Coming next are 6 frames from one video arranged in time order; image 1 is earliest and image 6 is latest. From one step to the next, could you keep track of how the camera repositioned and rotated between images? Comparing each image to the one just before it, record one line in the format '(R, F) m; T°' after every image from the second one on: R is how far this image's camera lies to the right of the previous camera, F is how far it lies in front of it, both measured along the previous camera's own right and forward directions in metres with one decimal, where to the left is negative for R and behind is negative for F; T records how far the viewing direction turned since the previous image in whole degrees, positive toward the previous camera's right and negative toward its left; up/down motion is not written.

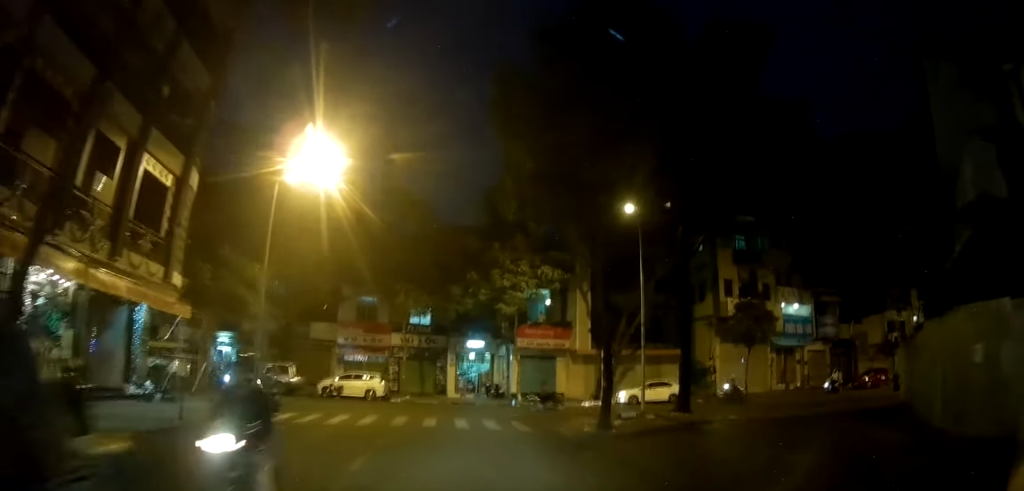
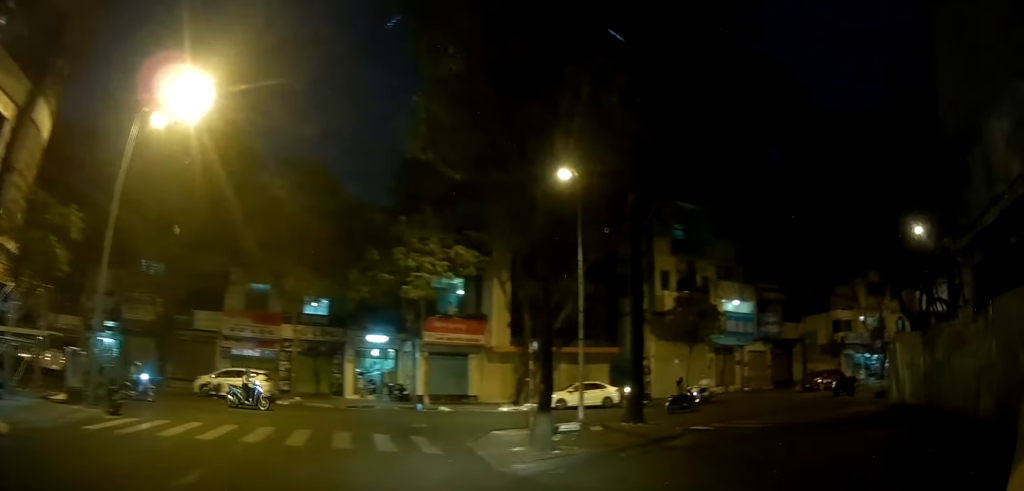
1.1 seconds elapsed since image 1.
(+0.5, +4.2) m; +15°
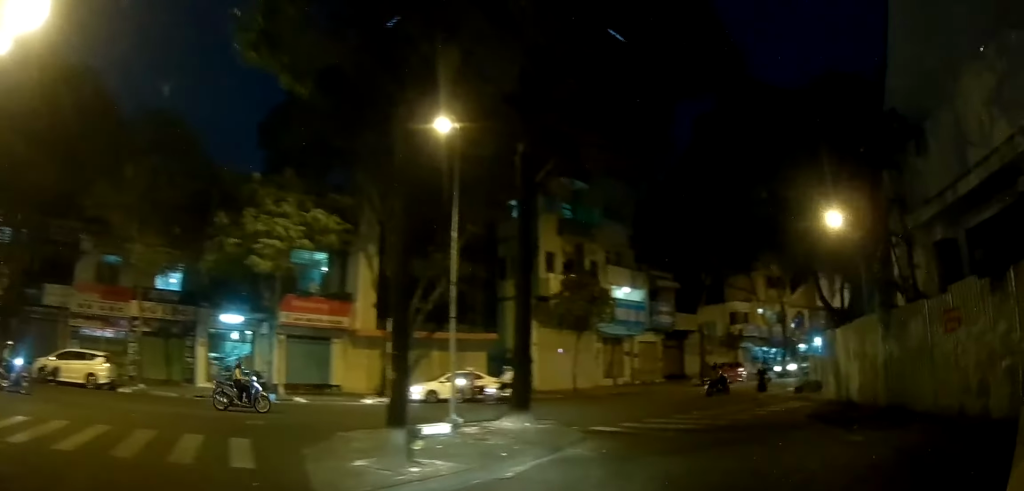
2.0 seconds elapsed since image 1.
(+0.3, +2.6) m; +15°
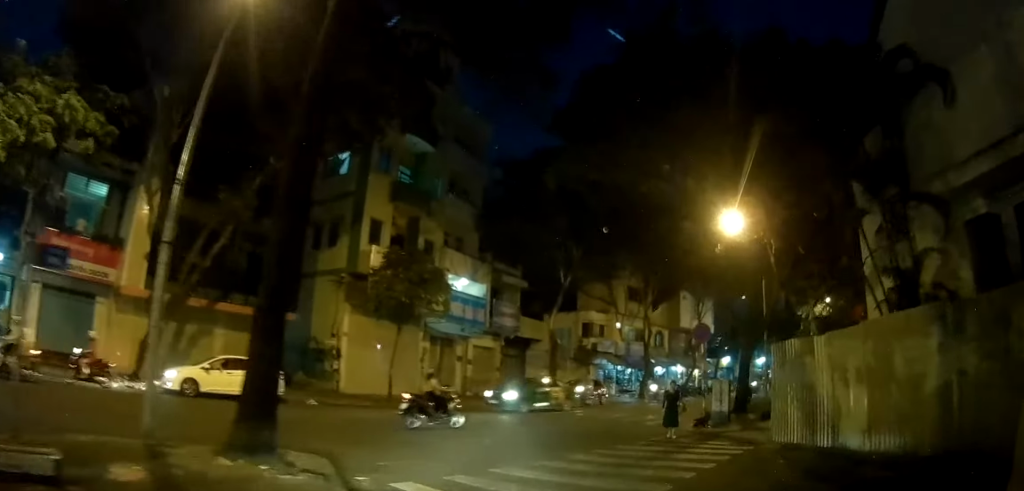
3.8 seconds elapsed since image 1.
(+0.6, +4.9) m; +9°
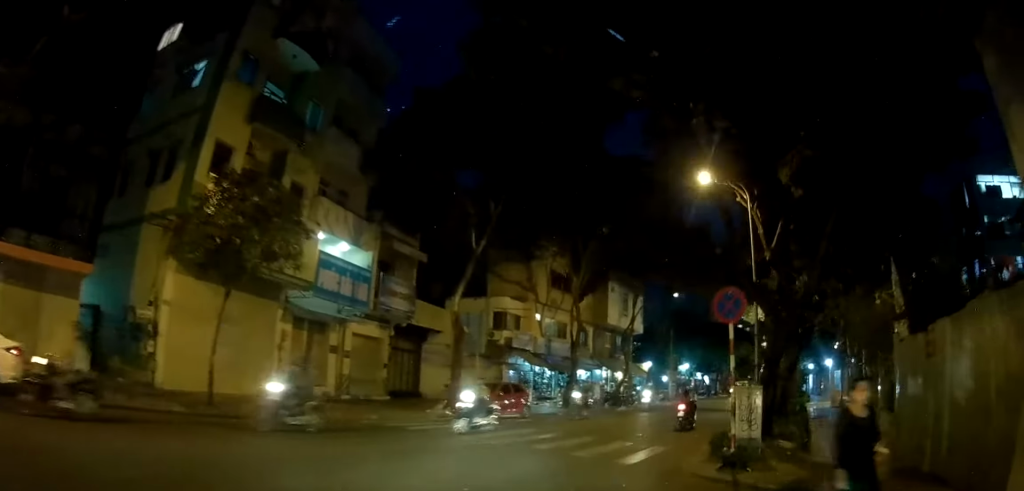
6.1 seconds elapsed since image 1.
(+0.3, +5.8) m; +1°
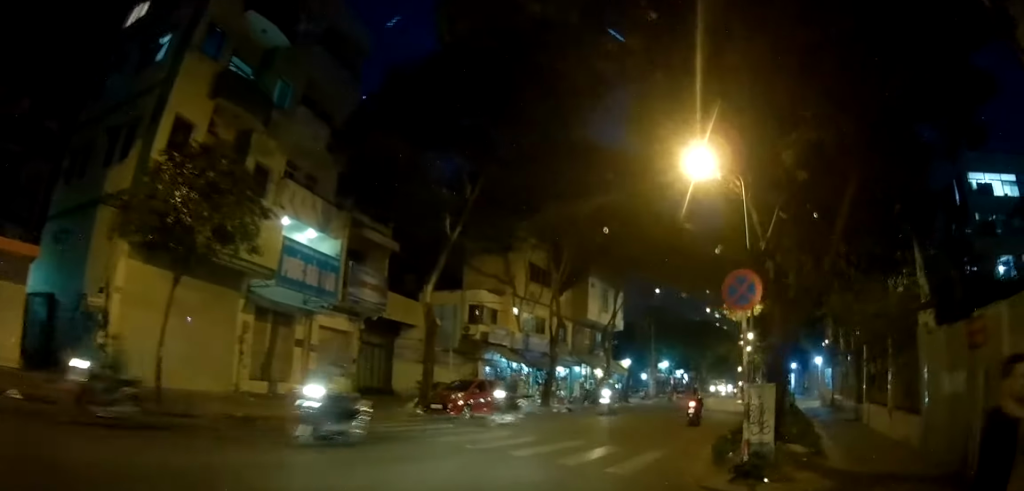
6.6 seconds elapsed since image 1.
(0.0, +1.0) m; +2°
